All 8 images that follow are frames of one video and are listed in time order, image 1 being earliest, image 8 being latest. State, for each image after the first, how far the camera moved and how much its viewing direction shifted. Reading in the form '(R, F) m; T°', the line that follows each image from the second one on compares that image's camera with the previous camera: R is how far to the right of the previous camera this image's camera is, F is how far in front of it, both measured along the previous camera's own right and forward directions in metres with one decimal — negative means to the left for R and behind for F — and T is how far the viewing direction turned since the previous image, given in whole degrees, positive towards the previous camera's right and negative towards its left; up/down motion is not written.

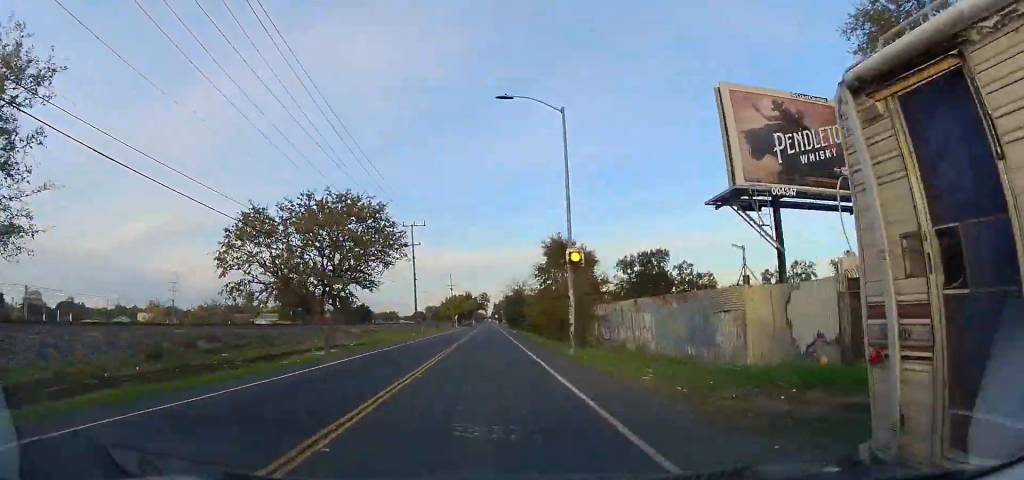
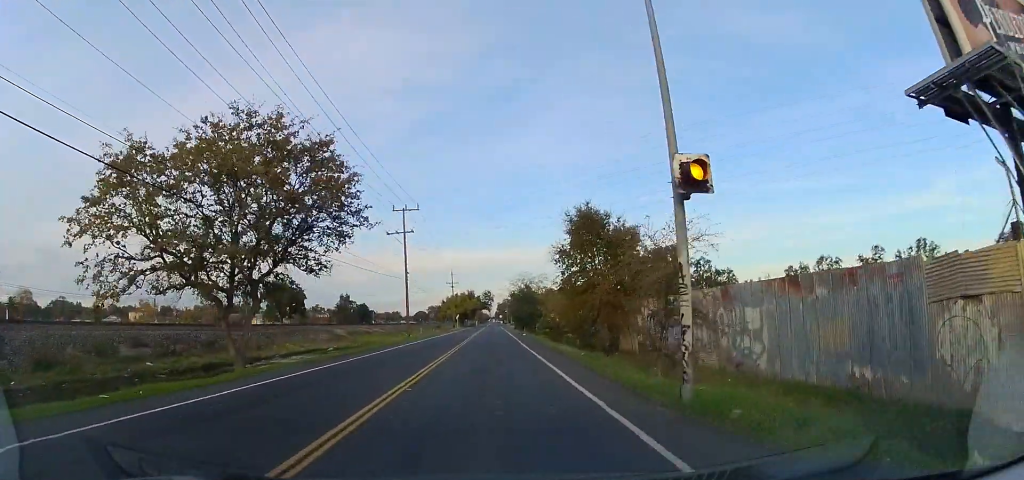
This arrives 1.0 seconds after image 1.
(-0.5, +9.9) m; -3°
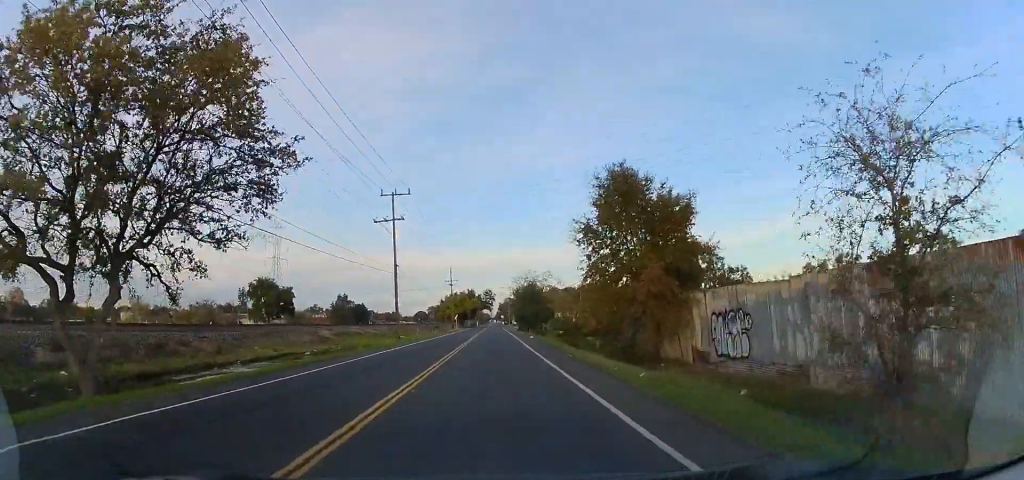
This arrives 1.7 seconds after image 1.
(-0.1, +7.4) m; +1°
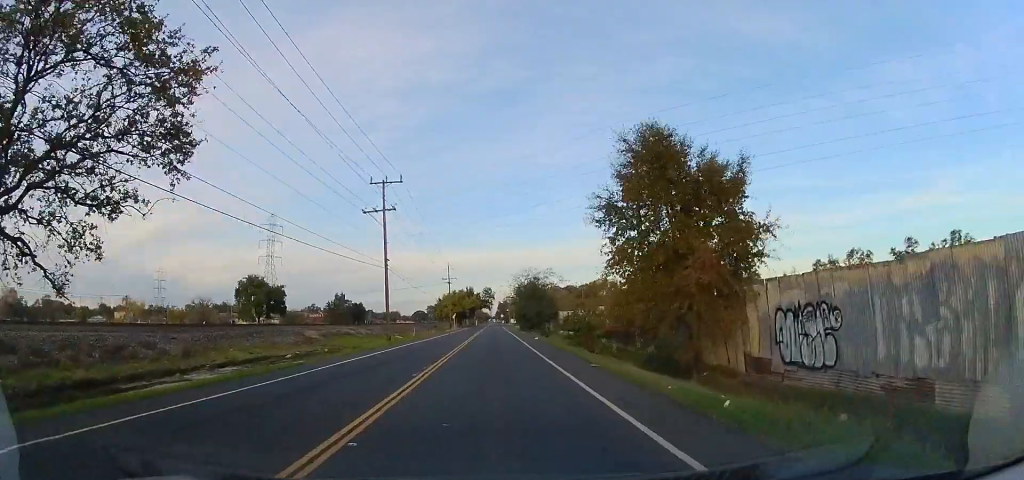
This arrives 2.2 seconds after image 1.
(-0.1, +4.4) m; +1°
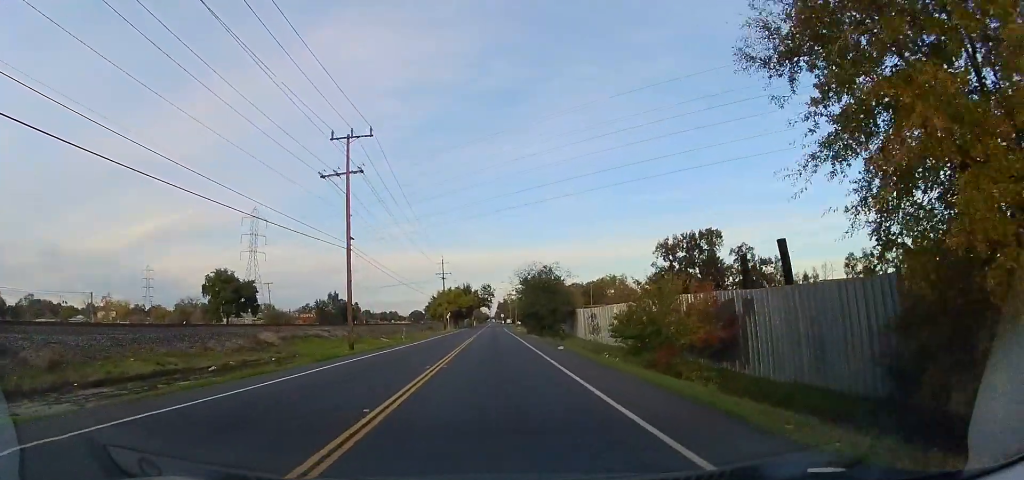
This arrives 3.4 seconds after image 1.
(+0.4, +12.6) m; +1°
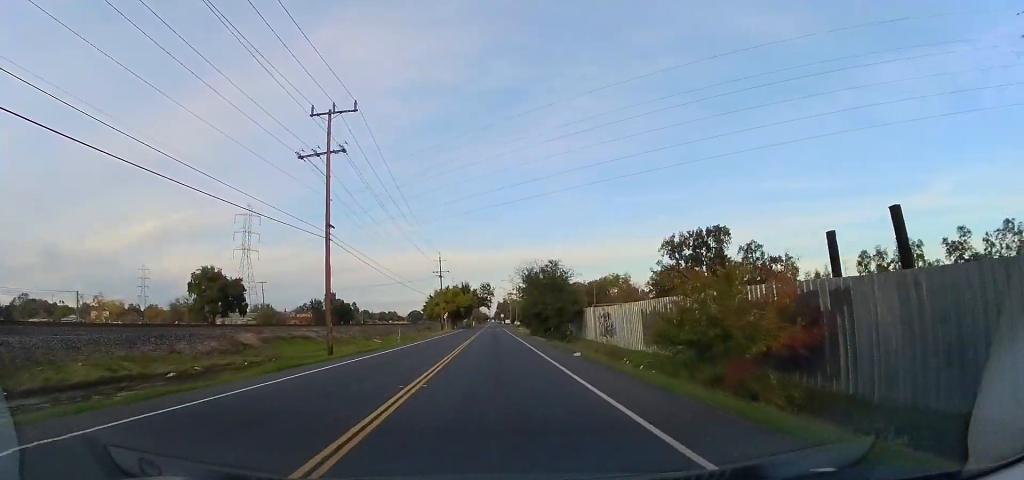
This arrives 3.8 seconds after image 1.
(0.0, +4.7) m; 0°
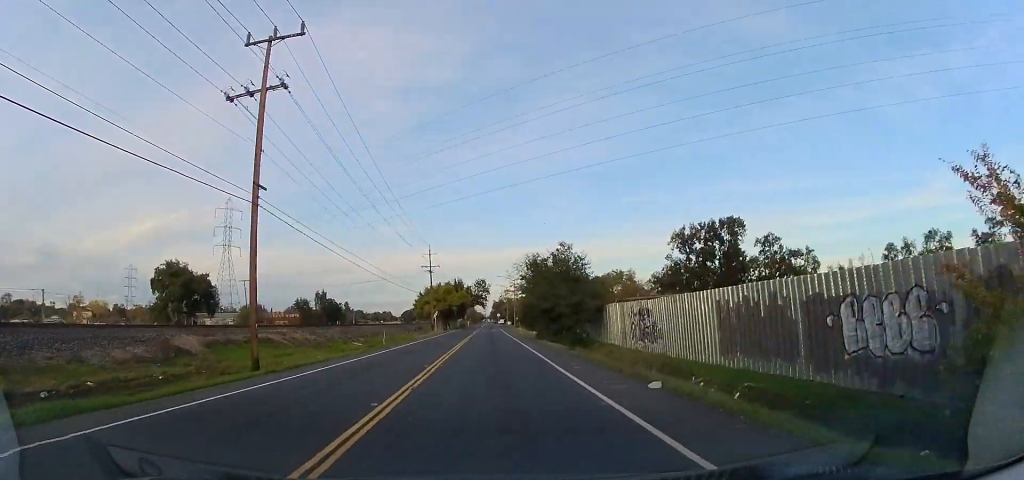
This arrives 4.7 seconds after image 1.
(0.0, +9.7) m; 0°
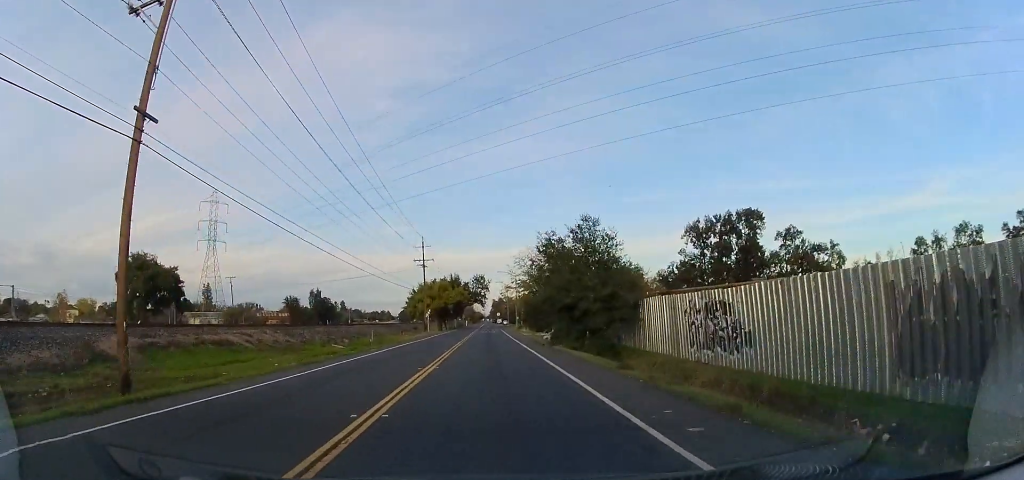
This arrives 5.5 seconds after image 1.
(0.0, +8.6) m; +1°
